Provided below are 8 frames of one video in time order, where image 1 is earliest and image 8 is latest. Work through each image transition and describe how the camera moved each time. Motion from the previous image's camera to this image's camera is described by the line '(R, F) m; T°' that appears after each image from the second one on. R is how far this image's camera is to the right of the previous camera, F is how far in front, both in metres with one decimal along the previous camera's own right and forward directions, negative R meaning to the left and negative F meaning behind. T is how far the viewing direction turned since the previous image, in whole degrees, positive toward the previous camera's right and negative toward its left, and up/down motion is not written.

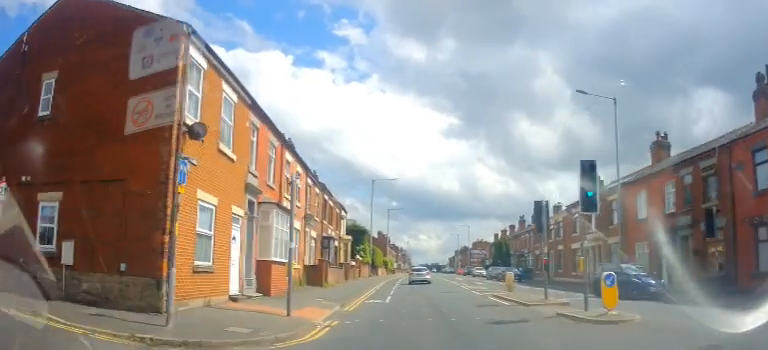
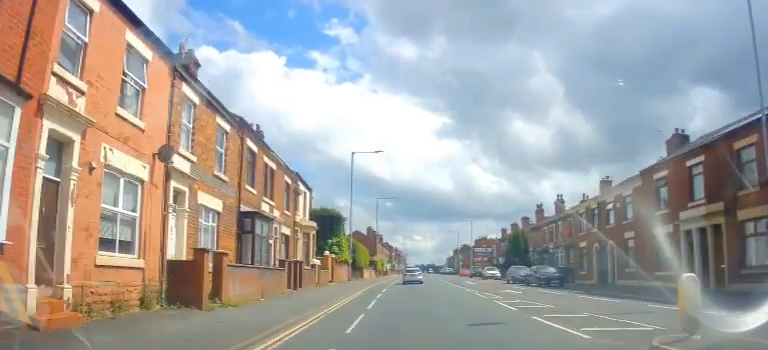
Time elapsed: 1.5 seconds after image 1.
(+0.1, +14.5) m; 0°
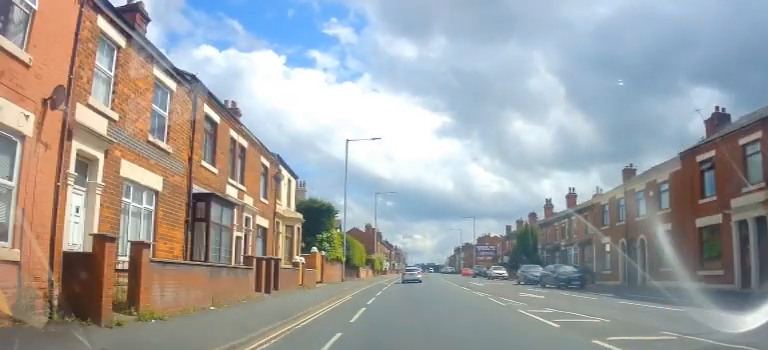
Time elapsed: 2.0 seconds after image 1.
(0.0, +4.5) m; 0°
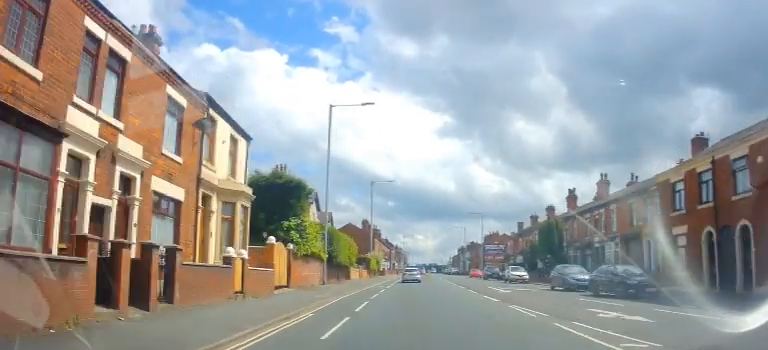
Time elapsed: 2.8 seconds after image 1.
(0.0, +8.7) m; -1°
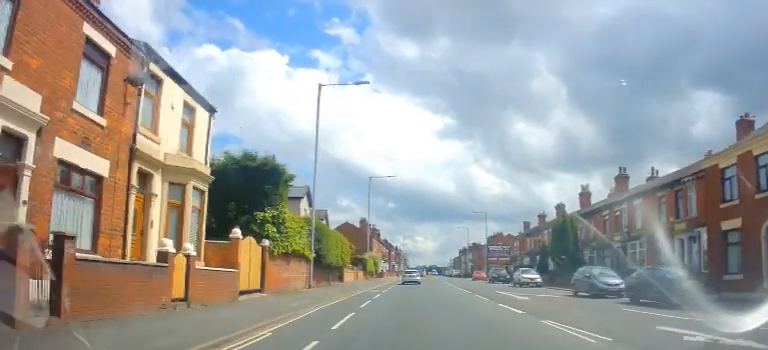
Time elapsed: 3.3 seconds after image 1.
(0.0, +4.2) m; -1°
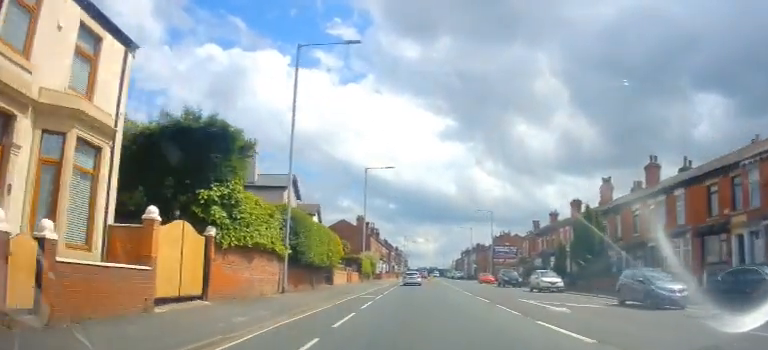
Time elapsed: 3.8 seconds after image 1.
(-0.1, +5.6) m; 0°
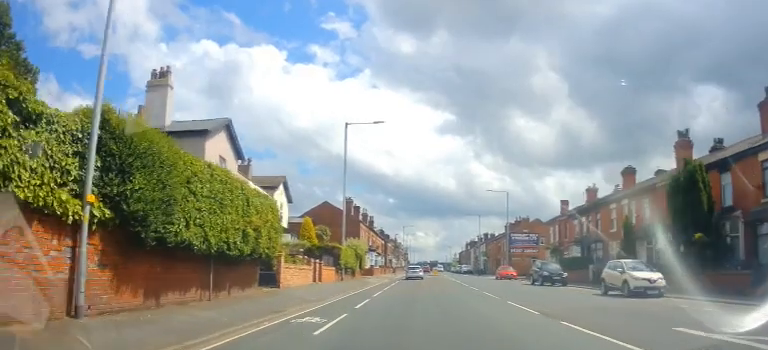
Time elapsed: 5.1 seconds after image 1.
(+0.2, +14.0) m; +1°
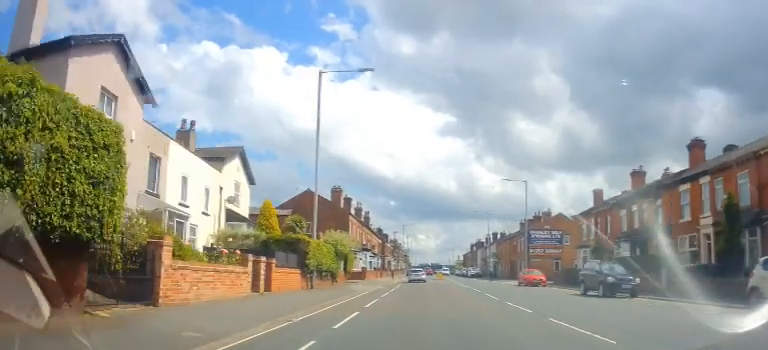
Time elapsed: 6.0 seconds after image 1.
(0.0, +10.7) m; 0°
